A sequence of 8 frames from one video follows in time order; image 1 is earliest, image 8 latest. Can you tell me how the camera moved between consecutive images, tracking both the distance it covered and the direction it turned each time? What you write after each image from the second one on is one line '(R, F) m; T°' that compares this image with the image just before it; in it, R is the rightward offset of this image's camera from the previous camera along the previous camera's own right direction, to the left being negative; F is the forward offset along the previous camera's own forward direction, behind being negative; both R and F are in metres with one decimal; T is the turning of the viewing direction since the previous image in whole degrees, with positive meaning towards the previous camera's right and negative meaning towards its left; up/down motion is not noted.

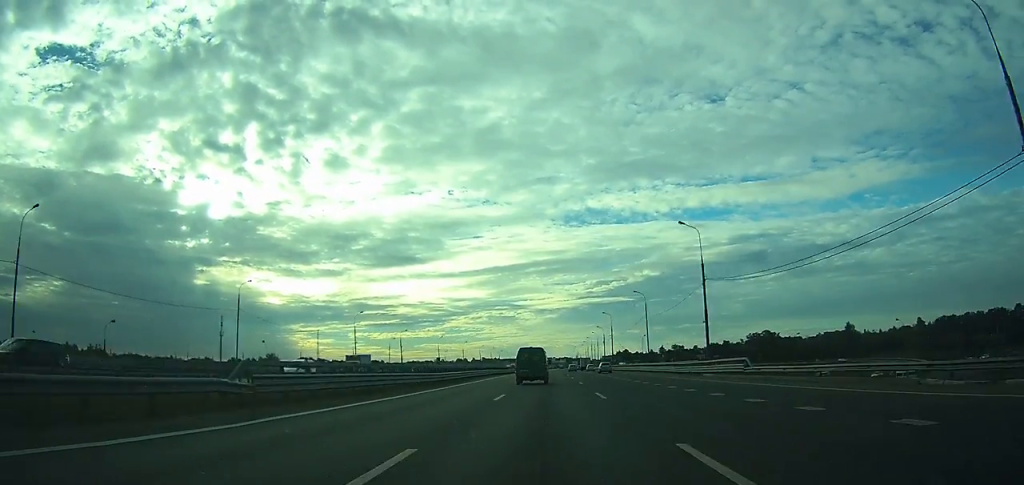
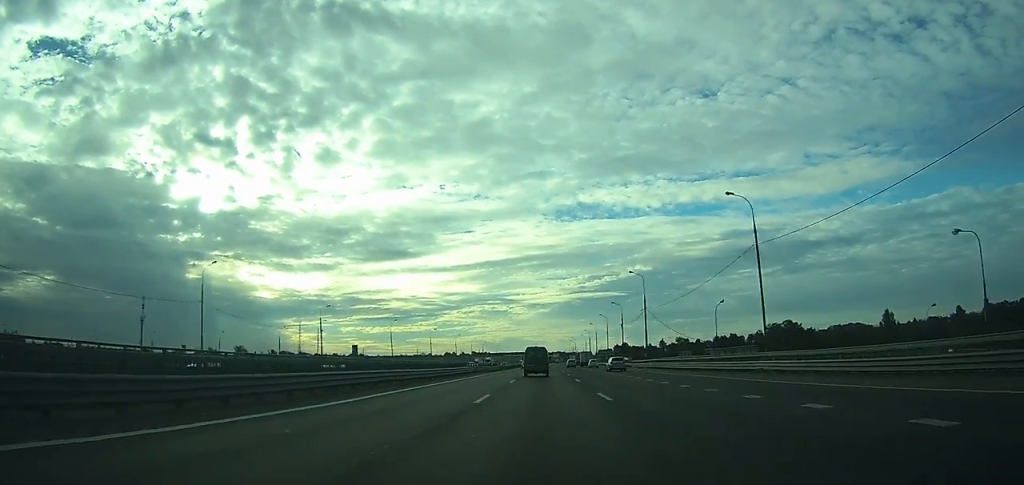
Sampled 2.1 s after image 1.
(+0.3, +52.4) m; +1°
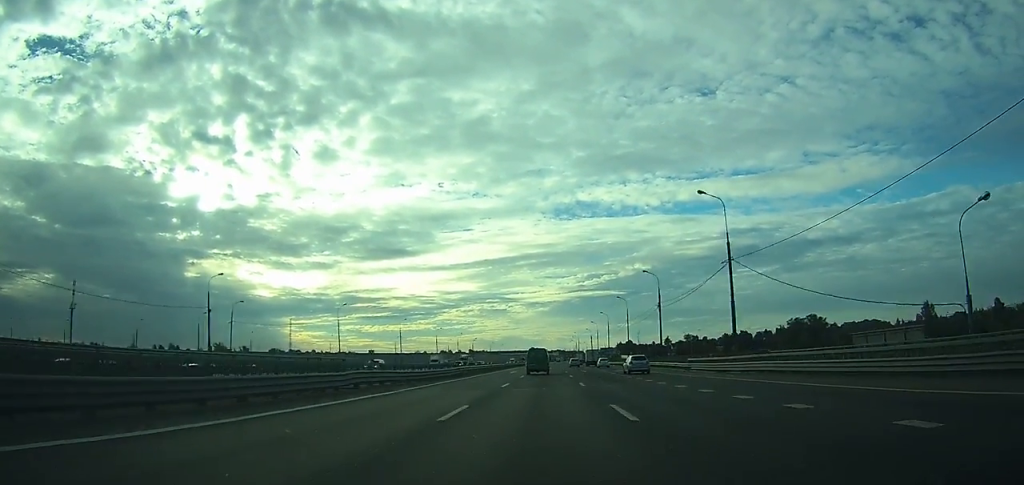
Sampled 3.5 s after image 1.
(+0.2, +34.9) m; 0°
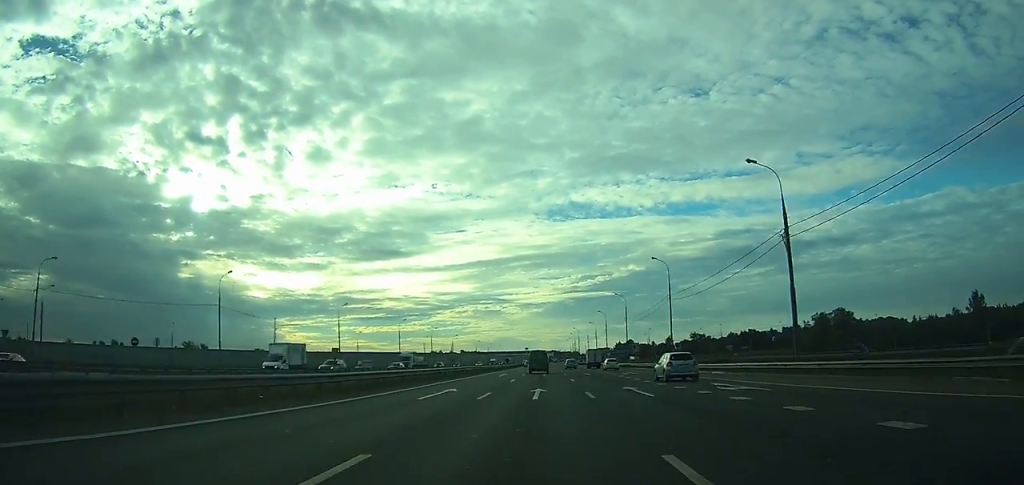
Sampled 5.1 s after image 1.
(+0.1, +37.2) m; 0°
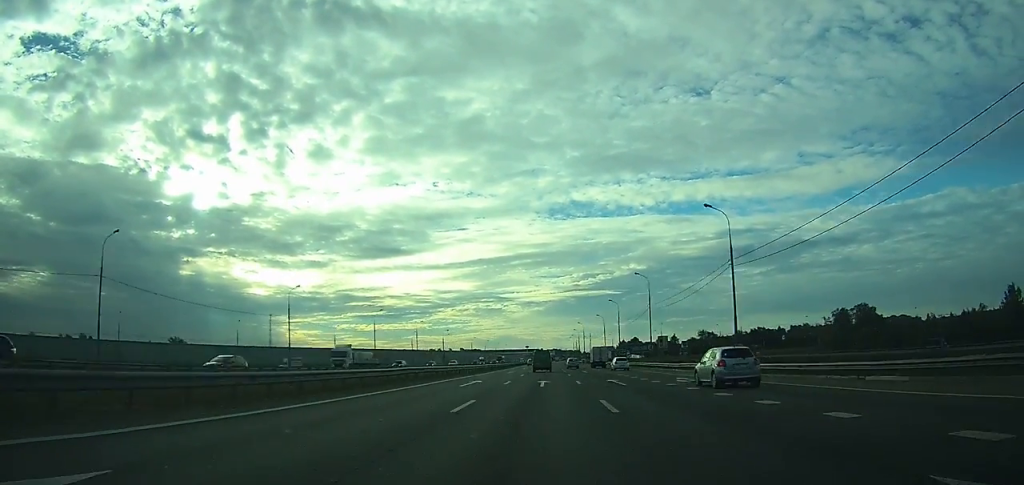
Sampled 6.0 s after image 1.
(0.0, +20.4) m; 0°
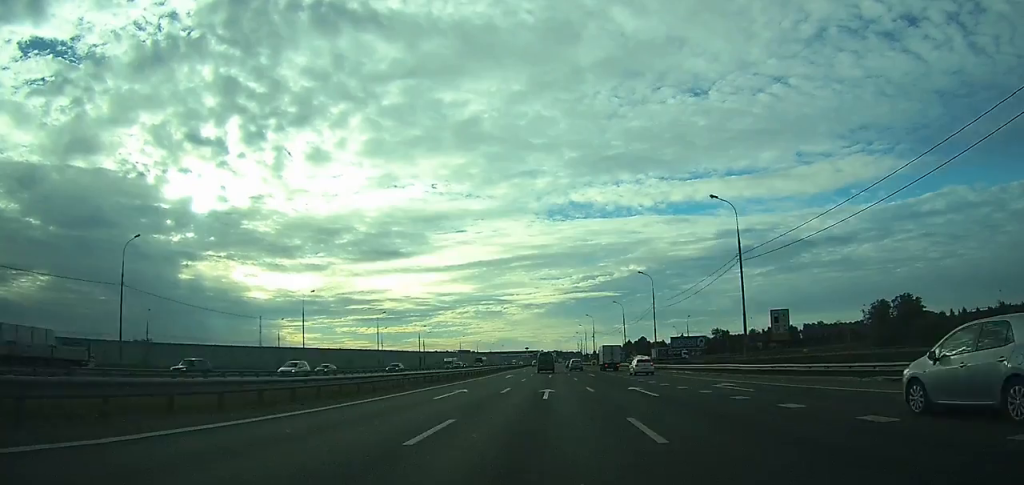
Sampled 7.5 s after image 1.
(0.0, +33.7) m; 0°
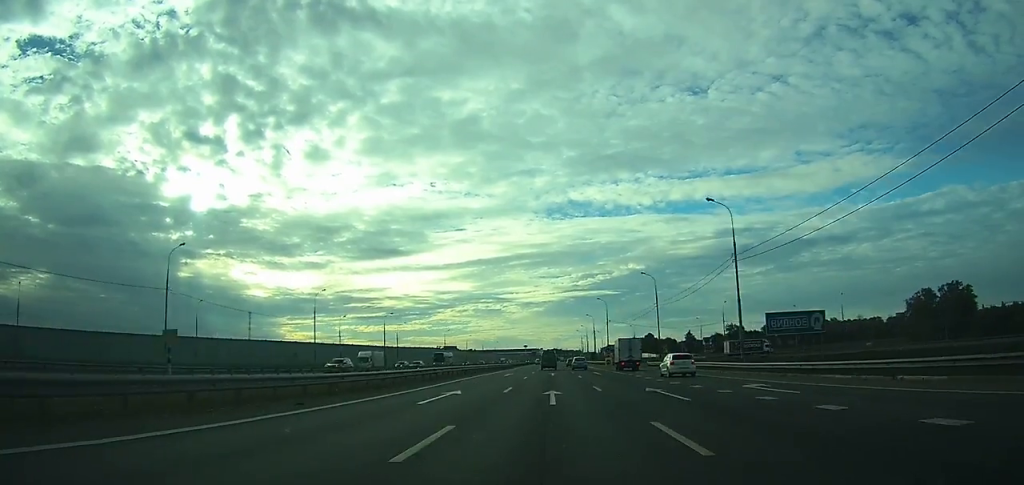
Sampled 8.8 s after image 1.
(0.0, +30.1) m; 0°
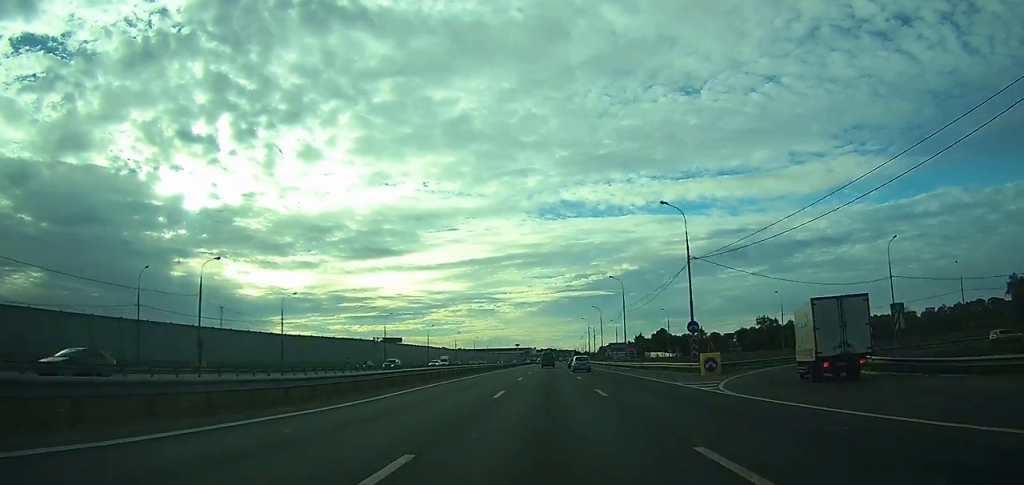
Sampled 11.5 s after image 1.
(+0.2, +63.3) m; 0°
